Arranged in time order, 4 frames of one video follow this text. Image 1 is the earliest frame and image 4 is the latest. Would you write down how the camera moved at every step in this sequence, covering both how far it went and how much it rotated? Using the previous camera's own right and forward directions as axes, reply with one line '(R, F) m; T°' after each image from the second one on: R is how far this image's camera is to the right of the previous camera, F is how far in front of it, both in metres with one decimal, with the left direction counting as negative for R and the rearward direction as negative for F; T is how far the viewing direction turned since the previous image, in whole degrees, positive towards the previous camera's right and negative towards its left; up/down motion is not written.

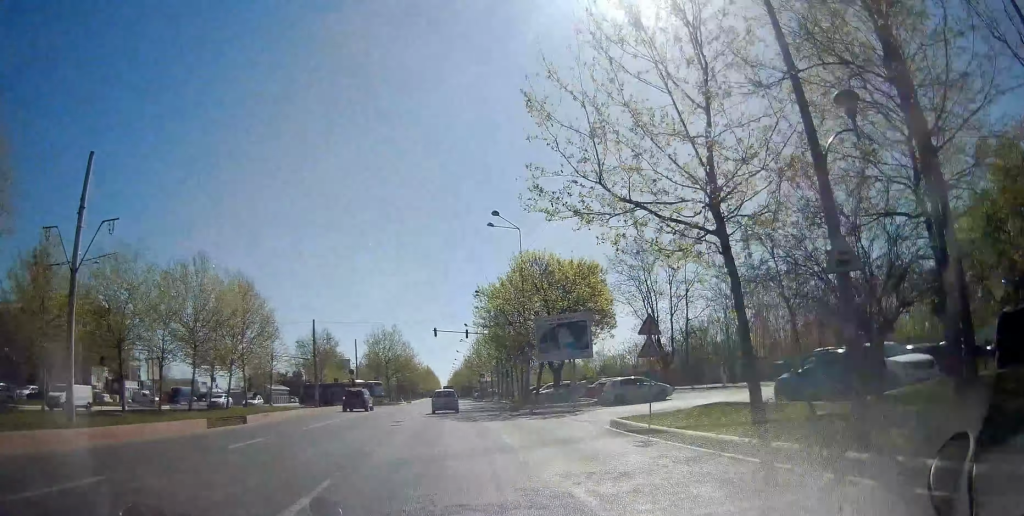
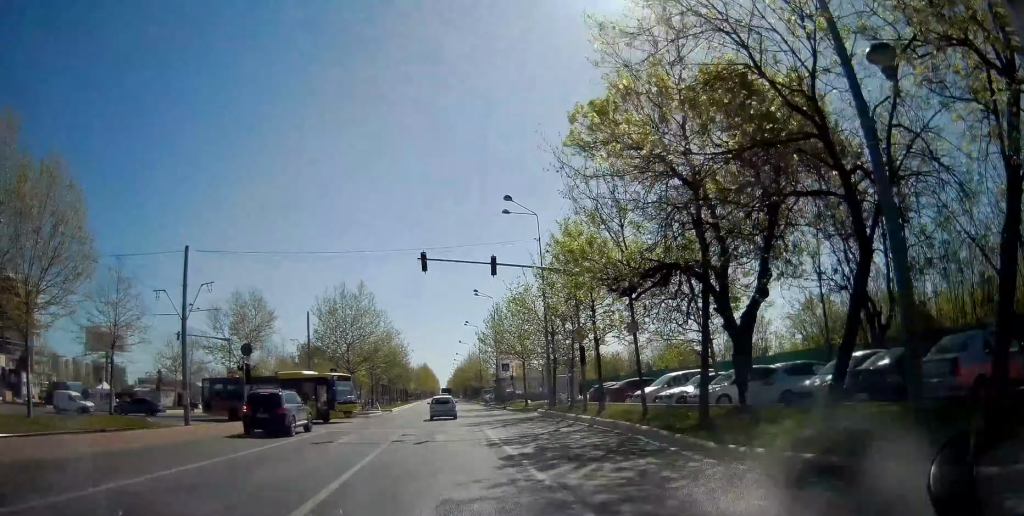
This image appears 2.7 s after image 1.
(-0.7, +32.4) m; 0°
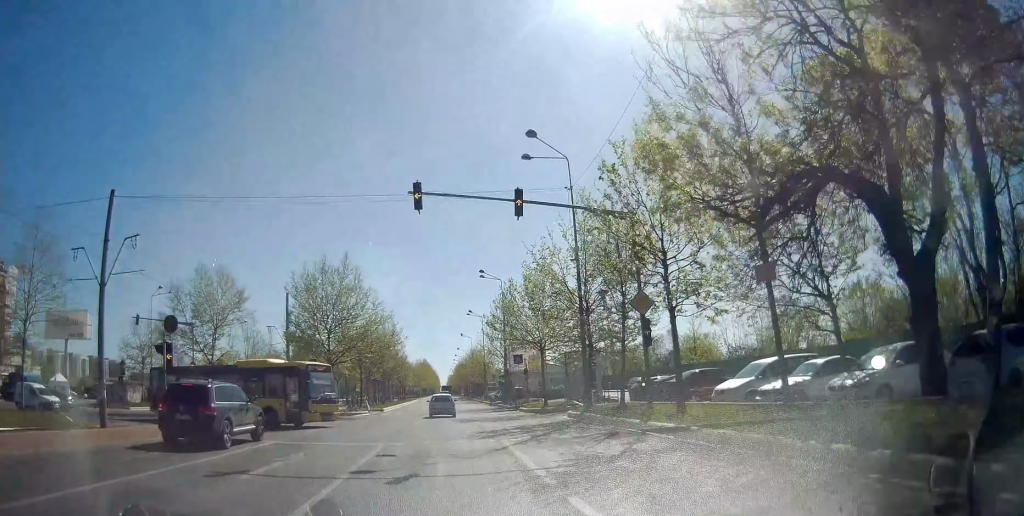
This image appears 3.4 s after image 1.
(0.0, +8.5) m; 0°
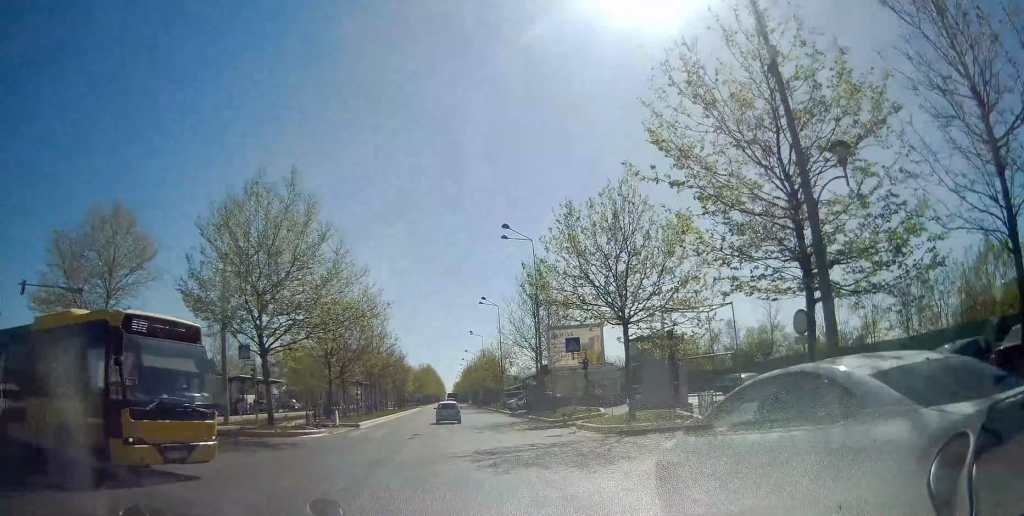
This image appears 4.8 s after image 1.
(0.0, +16.4) m; +1°
